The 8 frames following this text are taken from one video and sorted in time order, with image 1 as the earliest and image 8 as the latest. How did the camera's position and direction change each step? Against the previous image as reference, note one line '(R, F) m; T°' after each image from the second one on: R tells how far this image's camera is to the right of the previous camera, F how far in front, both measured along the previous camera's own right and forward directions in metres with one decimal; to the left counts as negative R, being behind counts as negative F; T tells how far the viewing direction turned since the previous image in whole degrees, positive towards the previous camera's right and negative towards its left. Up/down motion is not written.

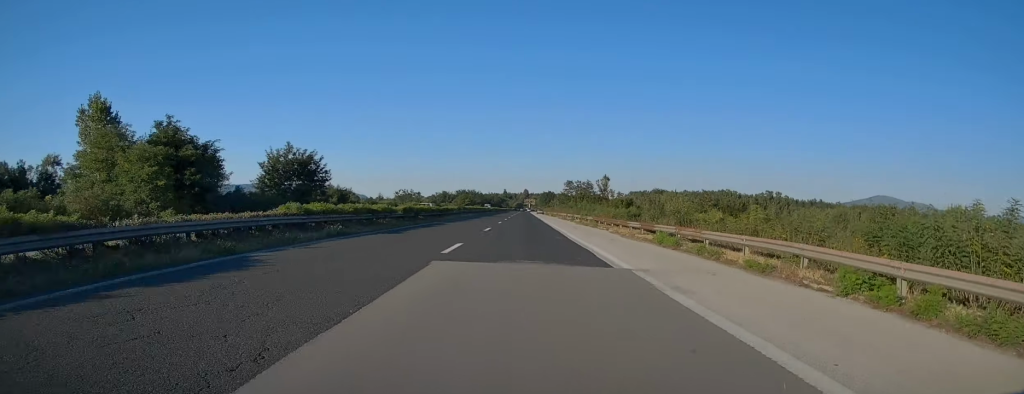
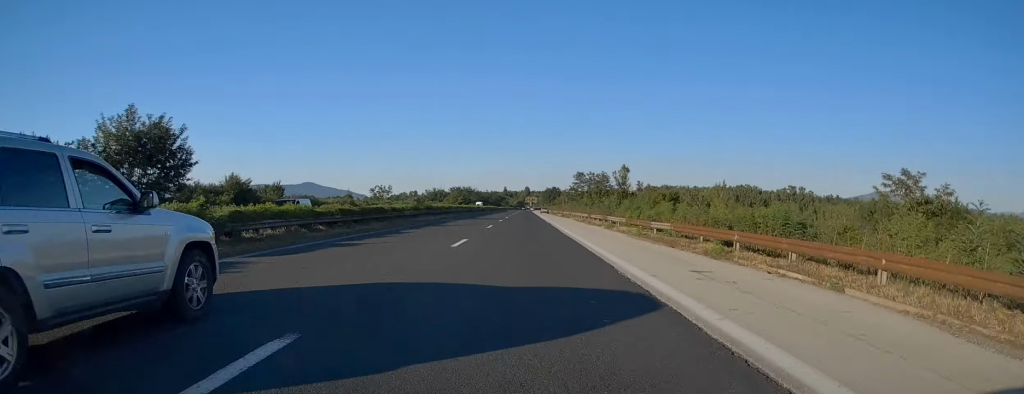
(-0.1, +29.8) m; 0°
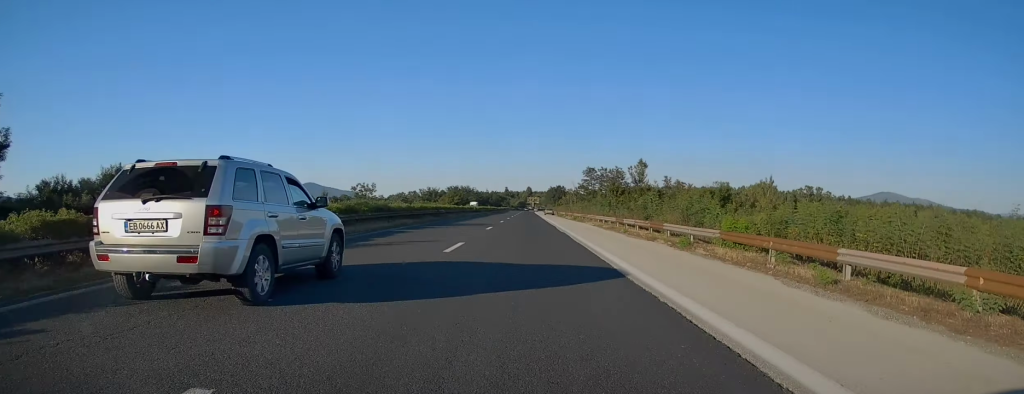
(0.0, +17.7) m; 0°
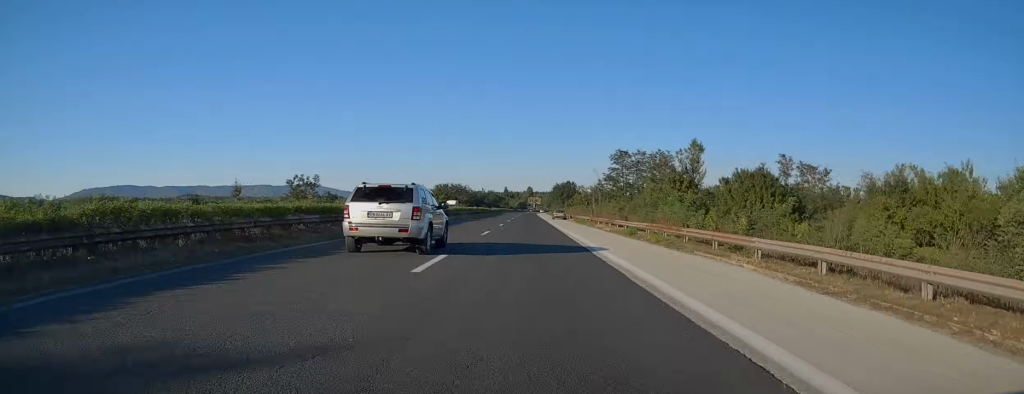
(-0.1, +36.8) m; 0°
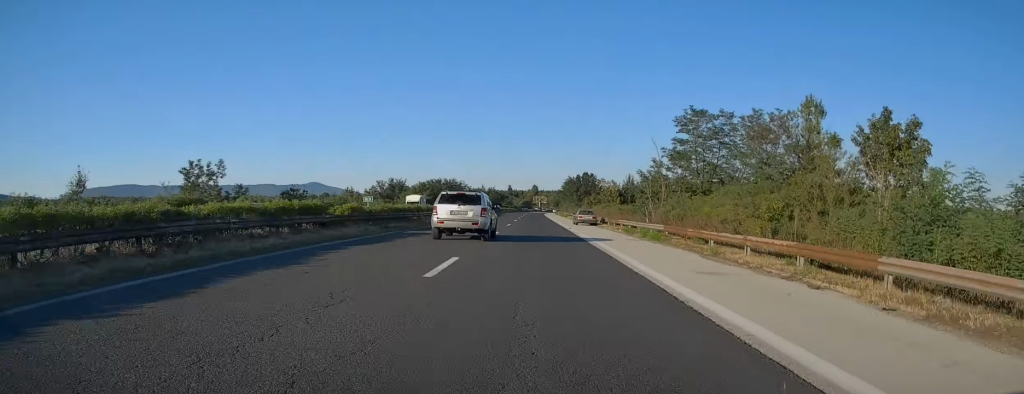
(-0.1, +32.5) m; 0°
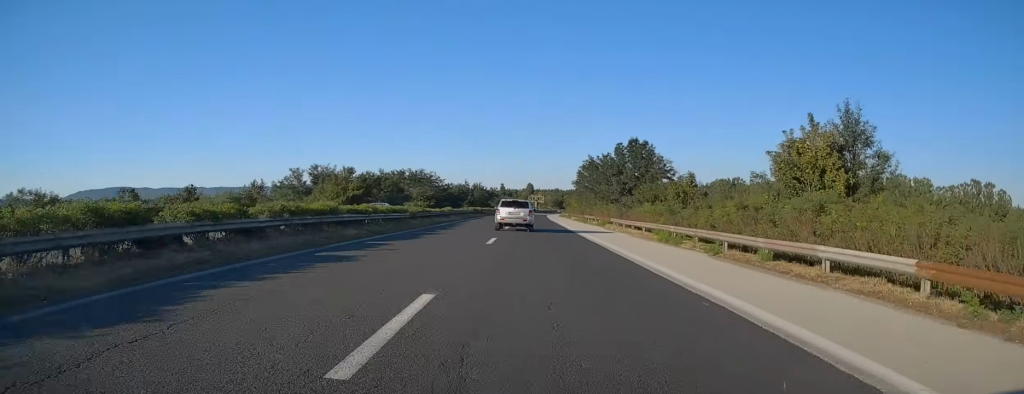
(-0.1, +54.1) m; 0°
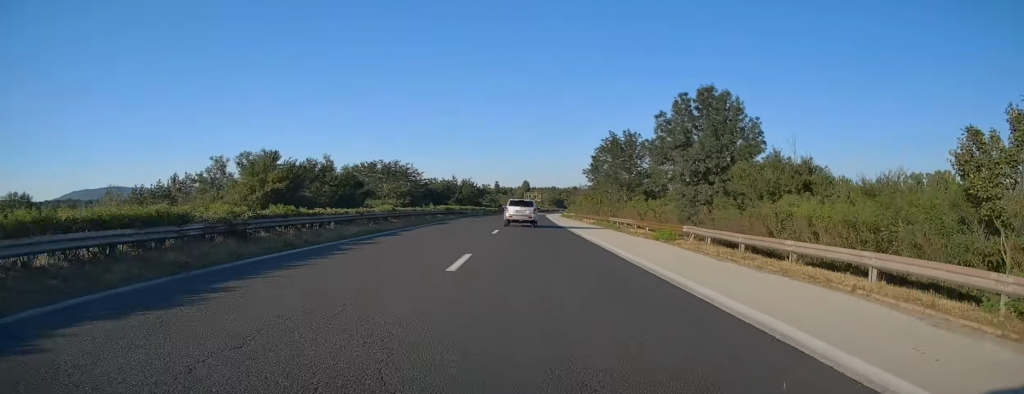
(+0.1, +25.1) m; 0°
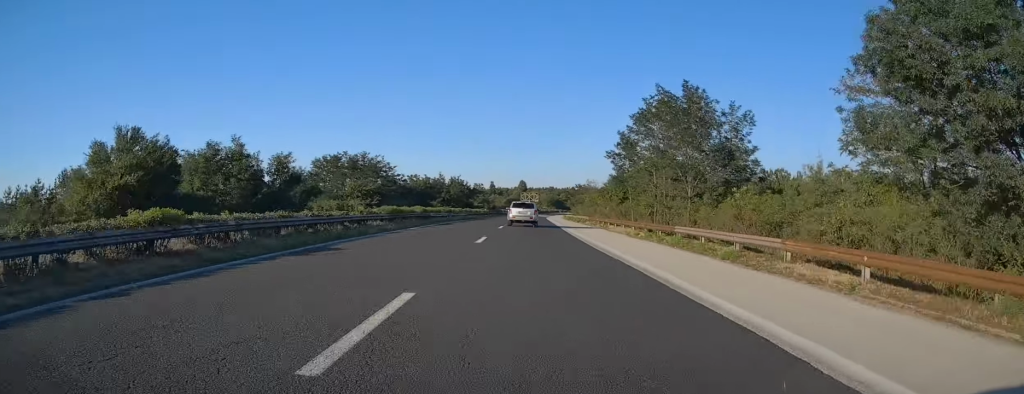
(+0.1, +22.9) m; 0°
